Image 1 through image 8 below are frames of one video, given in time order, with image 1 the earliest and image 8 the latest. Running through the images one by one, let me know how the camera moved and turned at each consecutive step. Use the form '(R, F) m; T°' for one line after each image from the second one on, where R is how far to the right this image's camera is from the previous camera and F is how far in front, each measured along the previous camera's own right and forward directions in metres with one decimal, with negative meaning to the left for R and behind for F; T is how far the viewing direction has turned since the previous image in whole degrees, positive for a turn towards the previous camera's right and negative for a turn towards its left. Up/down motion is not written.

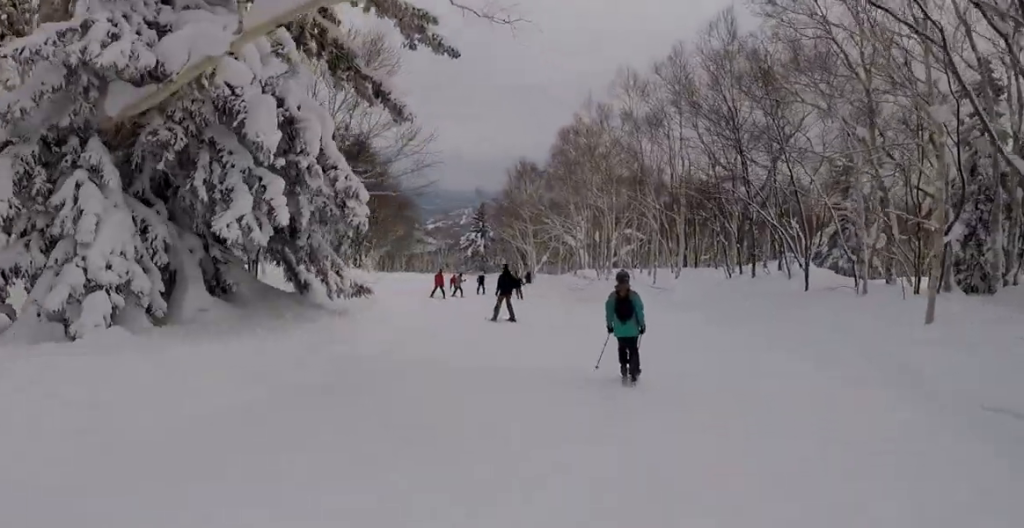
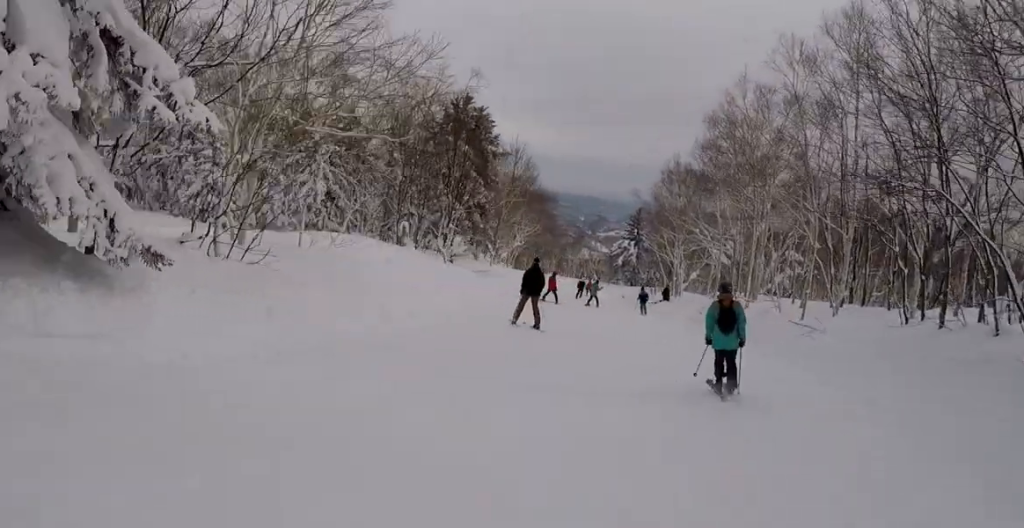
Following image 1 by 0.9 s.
(-0.9, +6.7) m; -19°
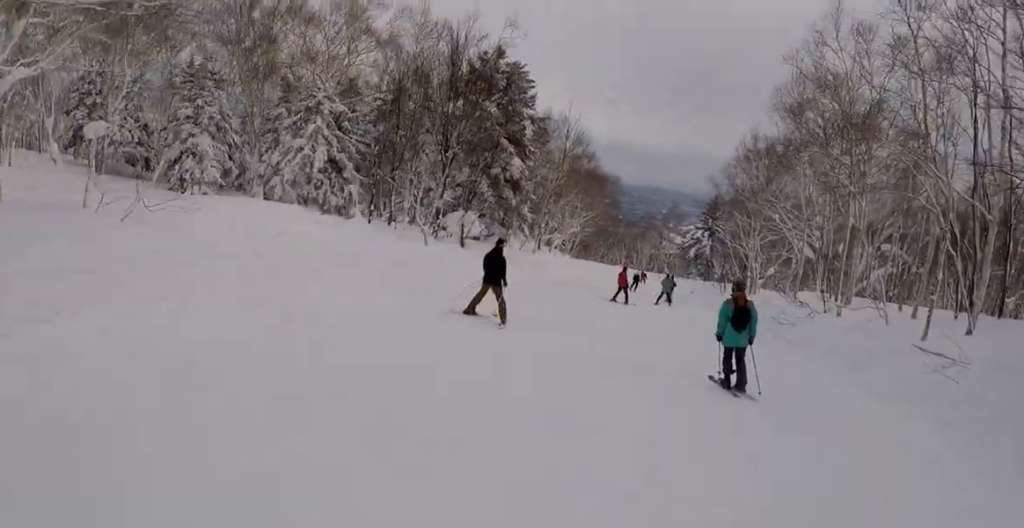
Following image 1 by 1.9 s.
(-1.7, +7.3) m; -2°
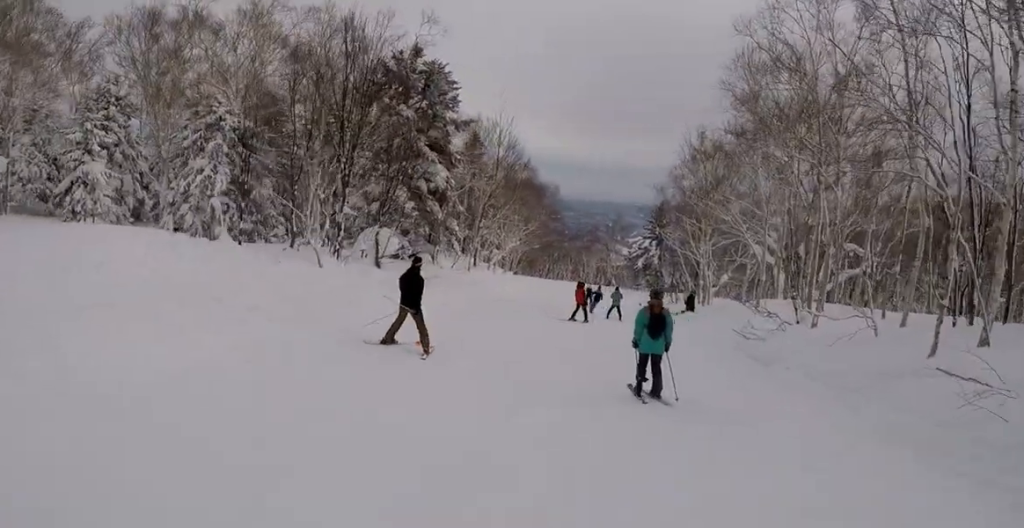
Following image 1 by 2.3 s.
(+0.4, +3.2) m; +3°
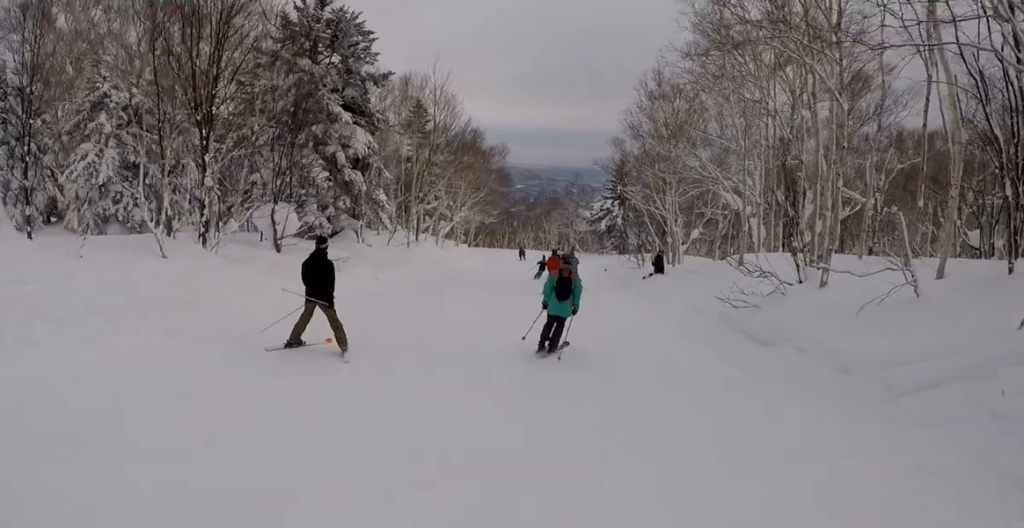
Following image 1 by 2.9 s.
(+0.8, +4.4) m; +5°
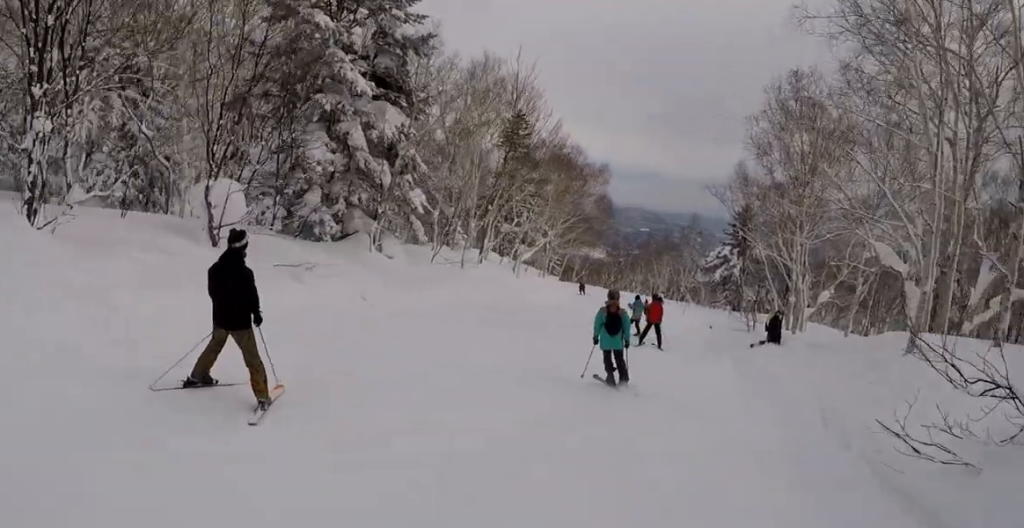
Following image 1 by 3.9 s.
(-0.5, +7.3) m; -11°
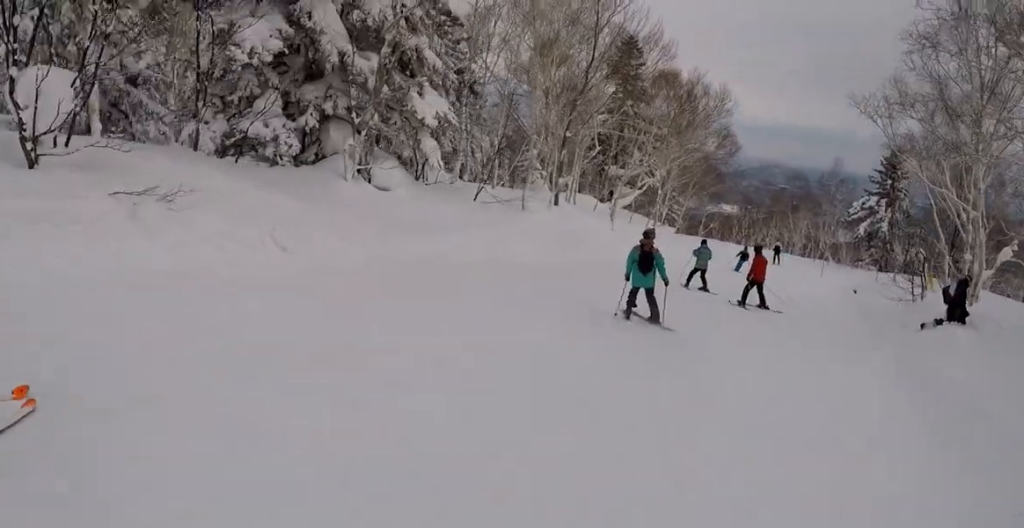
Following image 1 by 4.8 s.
(-0.8, +6.6) m; -6°
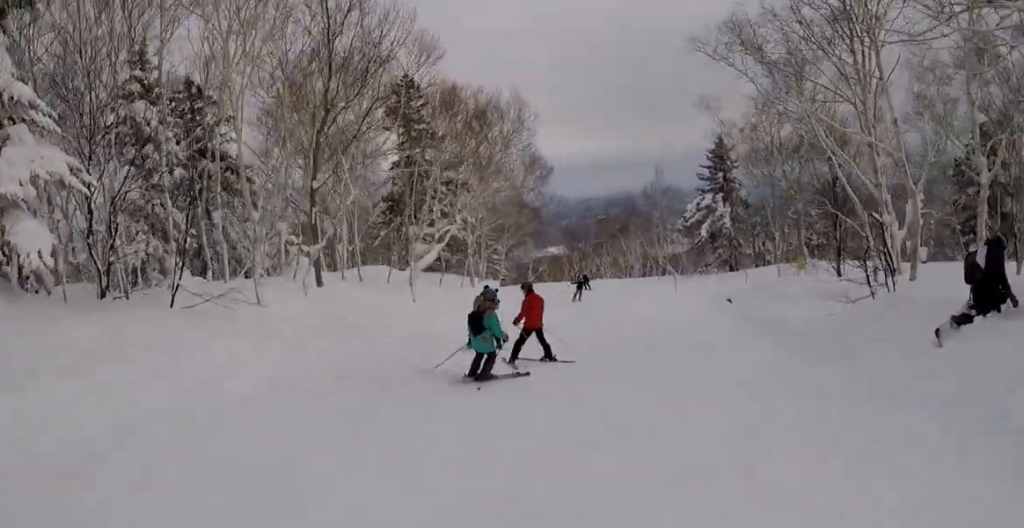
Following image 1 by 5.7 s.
(0.0, +6.1) m; +2°
